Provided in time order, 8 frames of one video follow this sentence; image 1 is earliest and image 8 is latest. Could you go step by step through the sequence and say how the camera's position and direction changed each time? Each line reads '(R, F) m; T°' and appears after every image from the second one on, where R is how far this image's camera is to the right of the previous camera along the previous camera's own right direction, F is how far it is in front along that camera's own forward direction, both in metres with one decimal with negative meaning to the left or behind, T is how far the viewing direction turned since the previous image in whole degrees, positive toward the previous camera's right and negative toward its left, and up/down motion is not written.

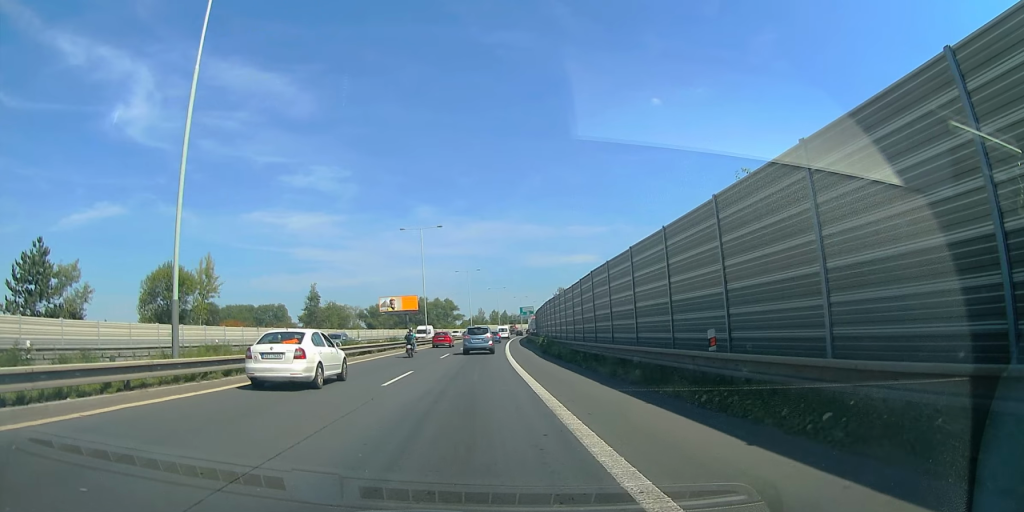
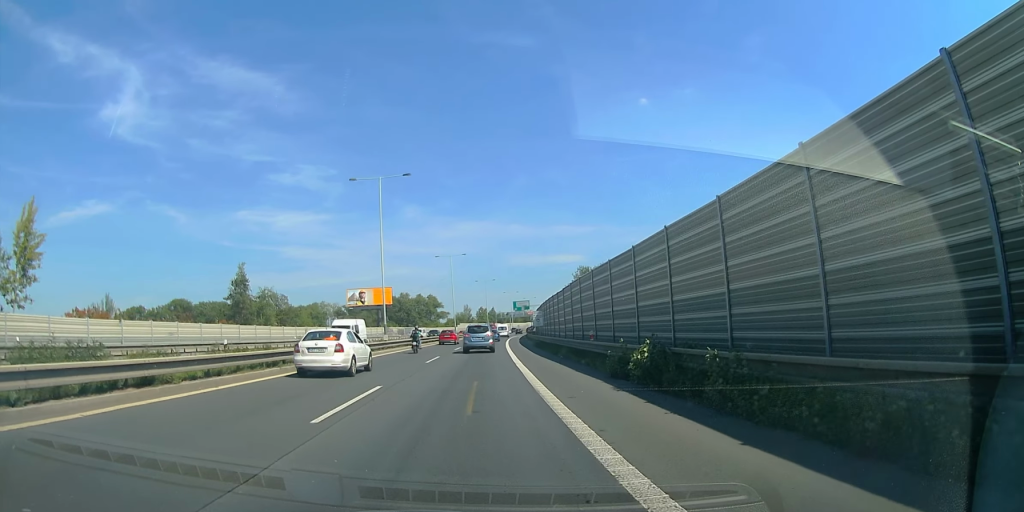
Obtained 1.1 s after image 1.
(+1.3, +23.4) m; +1°
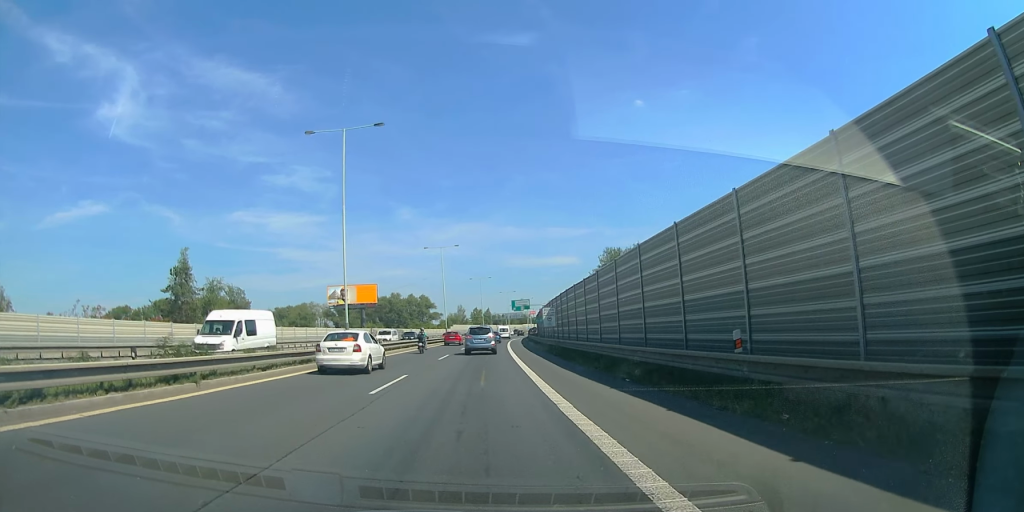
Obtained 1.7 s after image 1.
(-0.6, +12.7) m; 0°
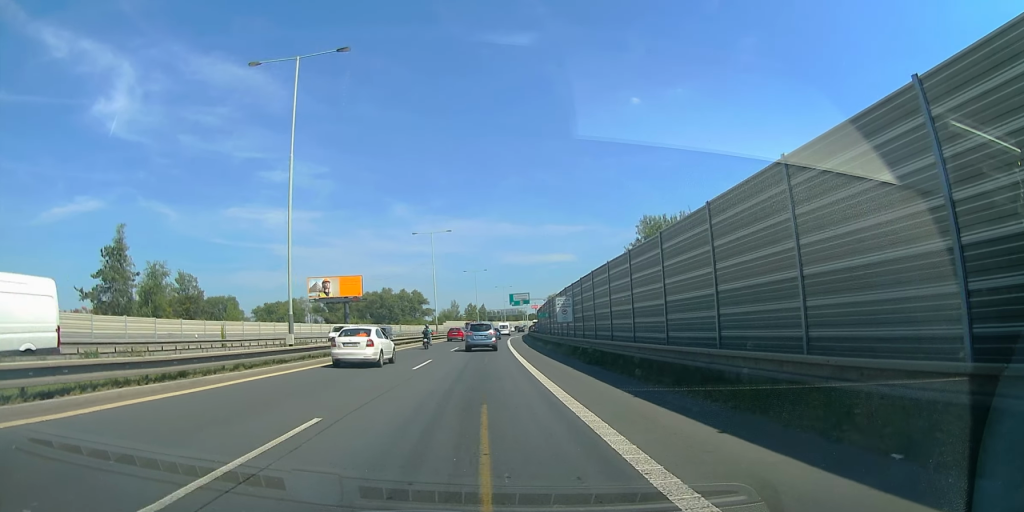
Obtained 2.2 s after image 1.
(-0.5, +10.1) m; 0°
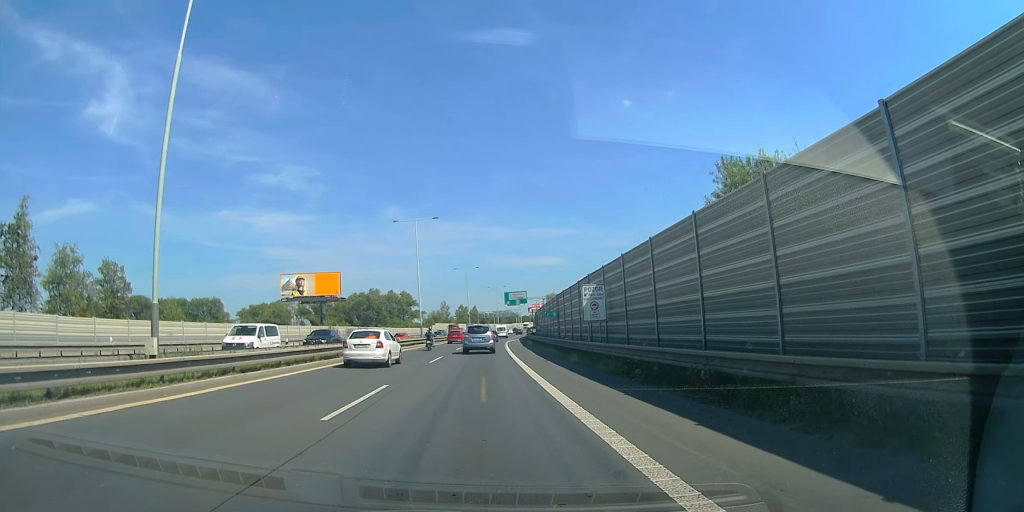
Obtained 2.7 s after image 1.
(+0.7, +11.3) m; 0°
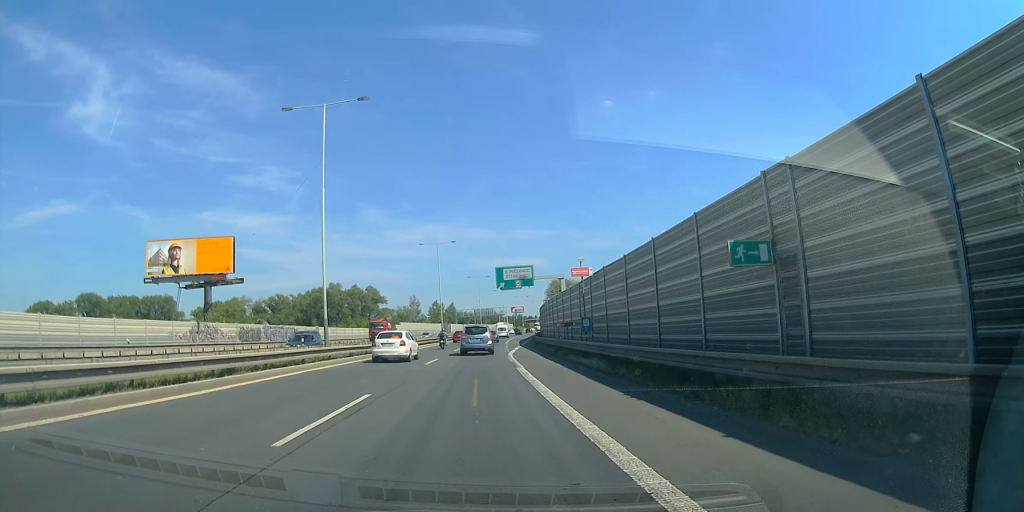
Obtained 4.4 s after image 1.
(-0.3, +37.9) m; +2°
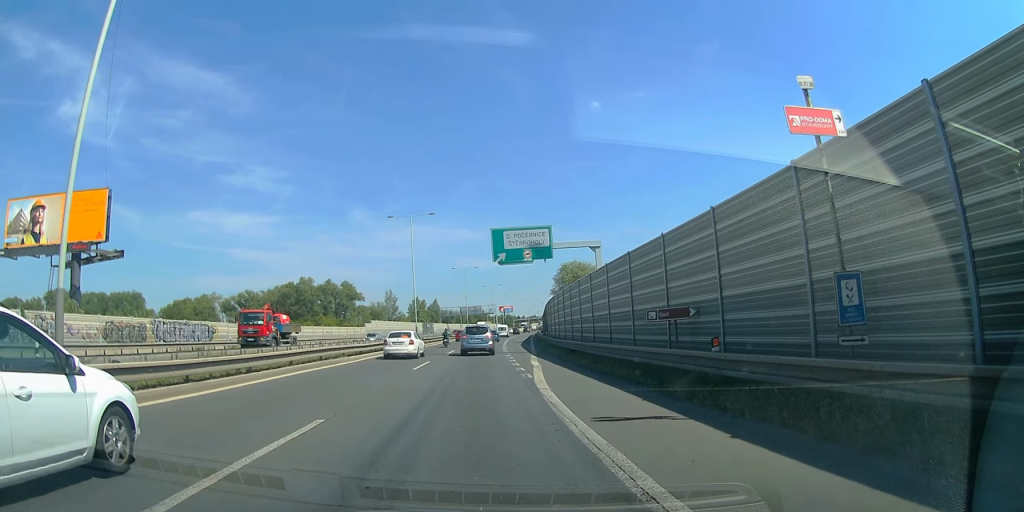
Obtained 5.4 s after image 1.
(+1.1, +22.6) m; +3°
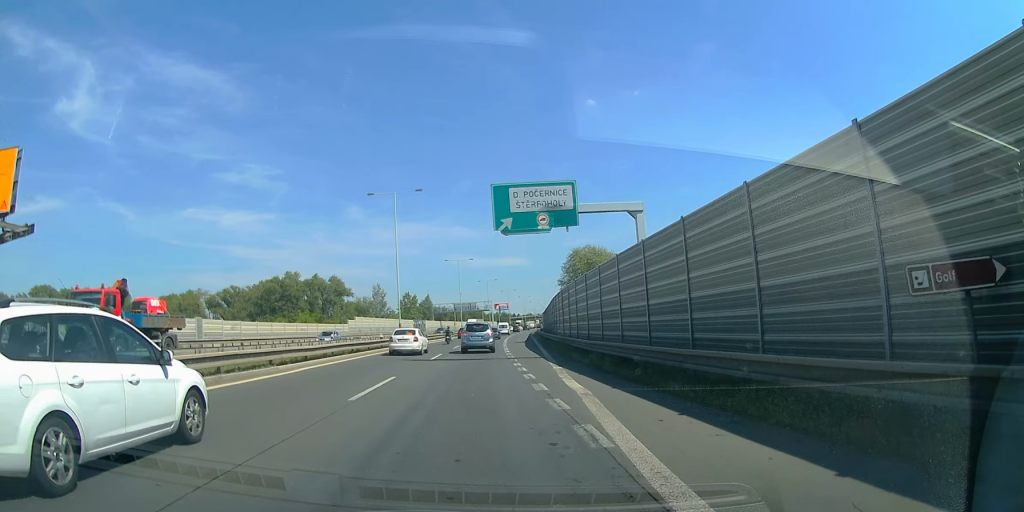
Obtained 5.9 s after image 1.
(0.0, +11.0) m; 0°
